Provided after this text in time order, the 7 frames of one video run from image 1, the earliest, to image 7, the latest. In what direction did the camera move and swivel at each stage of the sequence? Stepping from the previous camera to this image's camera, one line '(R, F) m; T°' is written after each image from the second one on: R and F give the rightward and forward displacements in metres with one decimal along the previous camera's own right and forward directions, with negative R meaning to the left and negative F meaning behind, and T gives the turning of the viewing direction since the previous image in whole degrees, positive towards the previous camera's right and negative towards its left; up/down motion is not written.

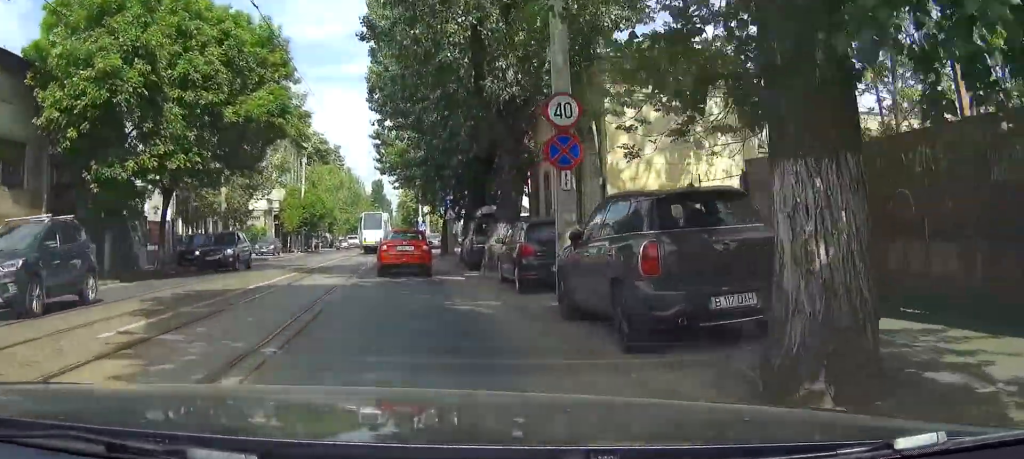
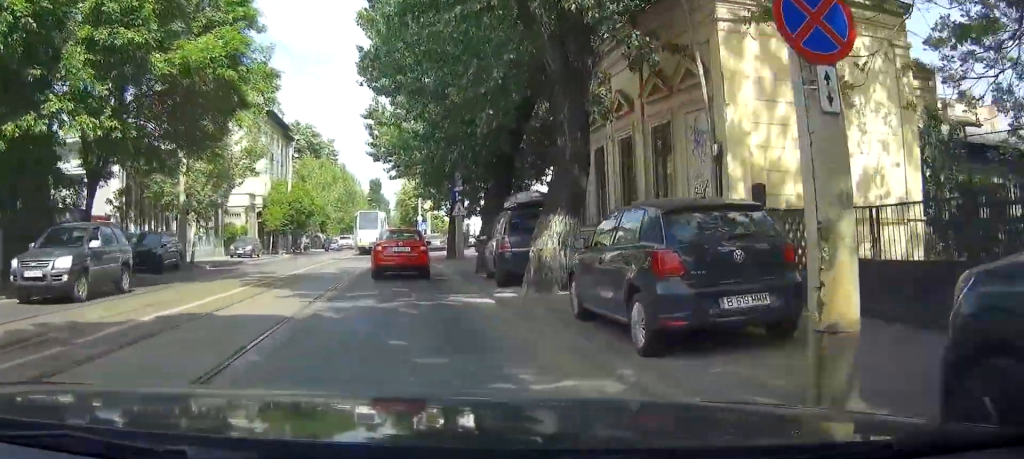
(+0.1, +7.3) m; 0°
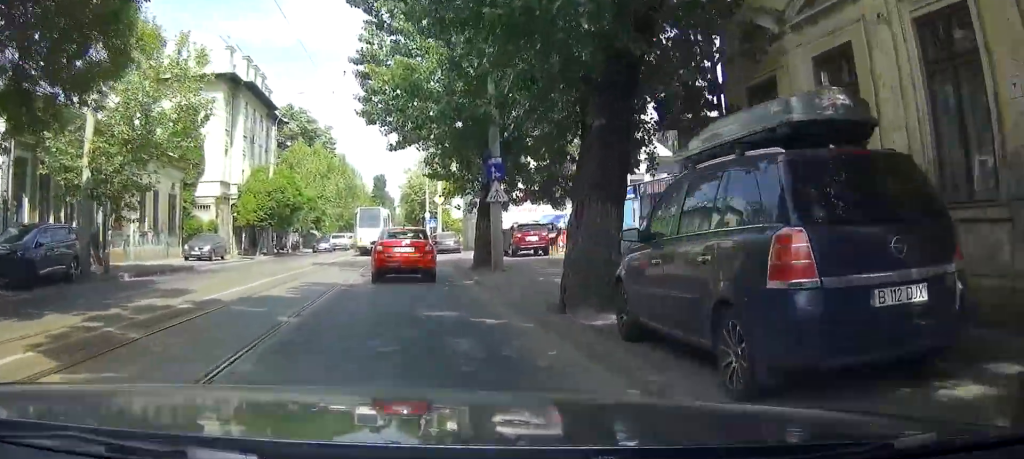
(0.0, +10.8) m; 0°
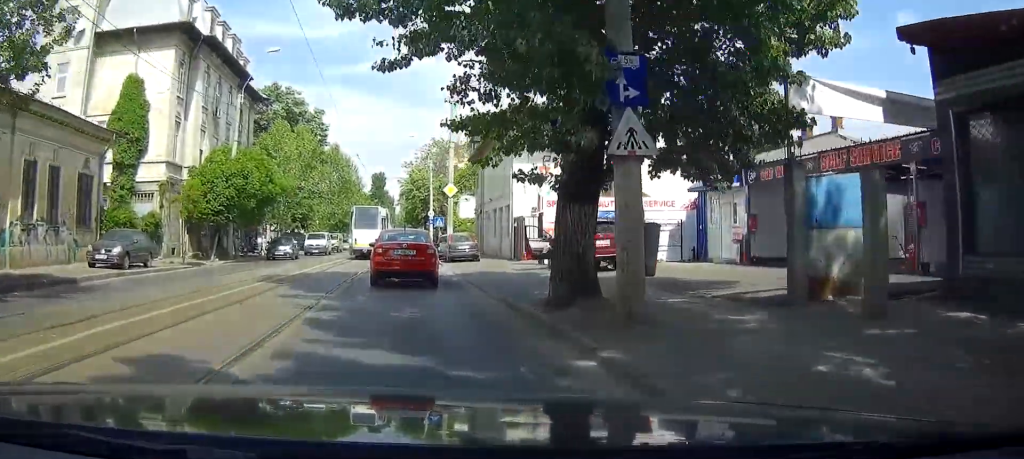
(0.0, +11.7) m; 0°
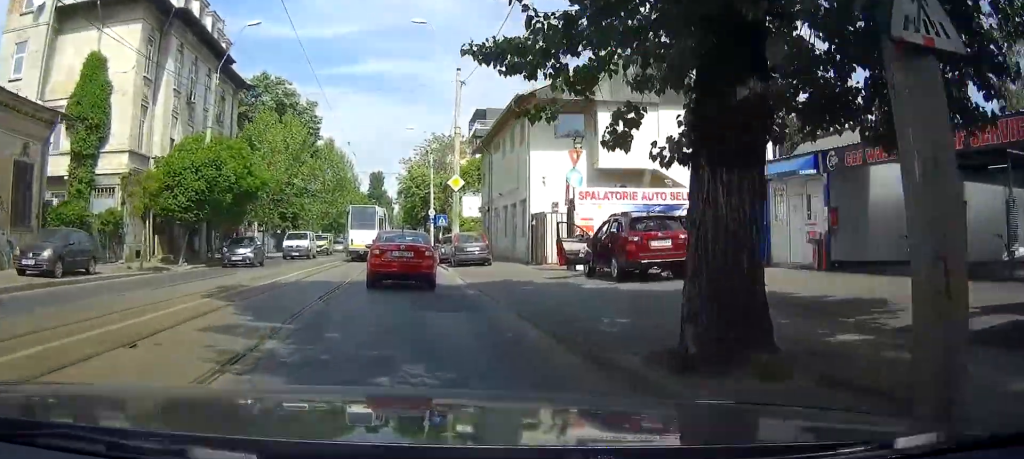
(+0.1, +5.3) m; 0°
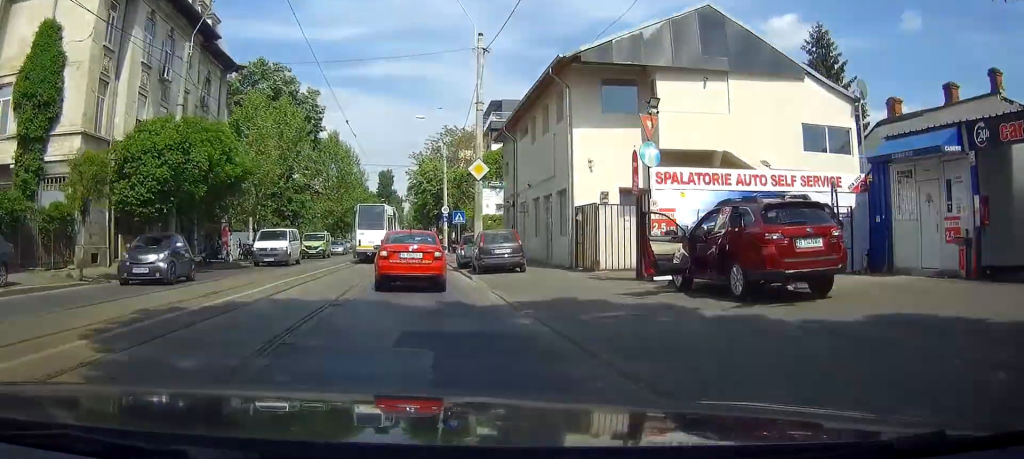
(-0.1, +6.2) m; 0°
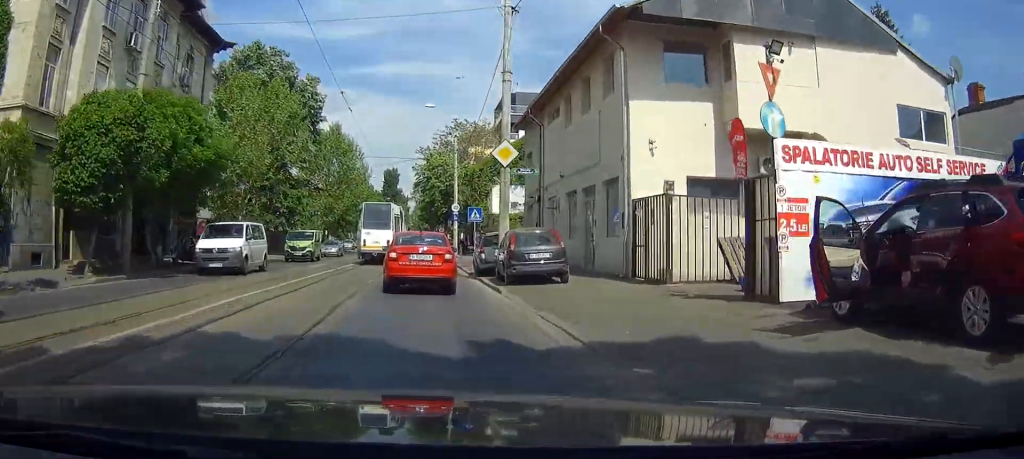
(0.0, +5.5) m; 0°
